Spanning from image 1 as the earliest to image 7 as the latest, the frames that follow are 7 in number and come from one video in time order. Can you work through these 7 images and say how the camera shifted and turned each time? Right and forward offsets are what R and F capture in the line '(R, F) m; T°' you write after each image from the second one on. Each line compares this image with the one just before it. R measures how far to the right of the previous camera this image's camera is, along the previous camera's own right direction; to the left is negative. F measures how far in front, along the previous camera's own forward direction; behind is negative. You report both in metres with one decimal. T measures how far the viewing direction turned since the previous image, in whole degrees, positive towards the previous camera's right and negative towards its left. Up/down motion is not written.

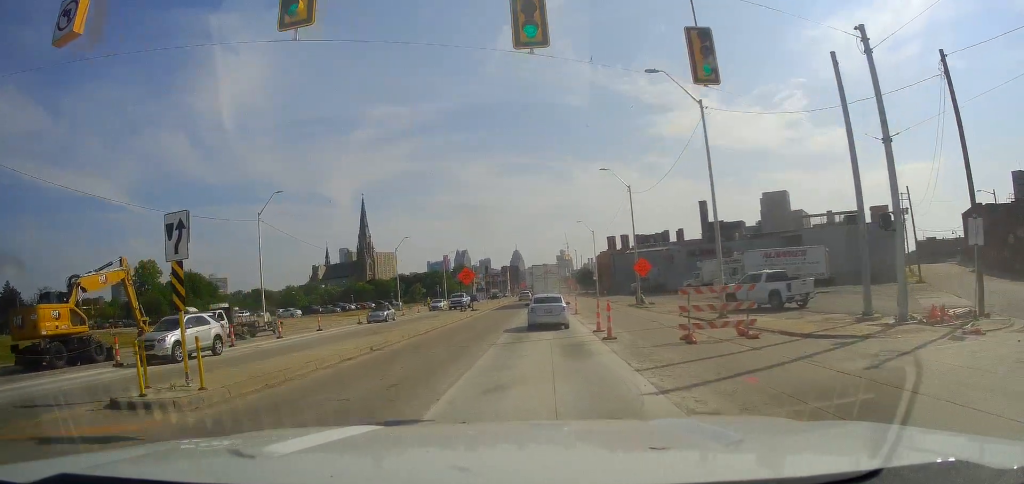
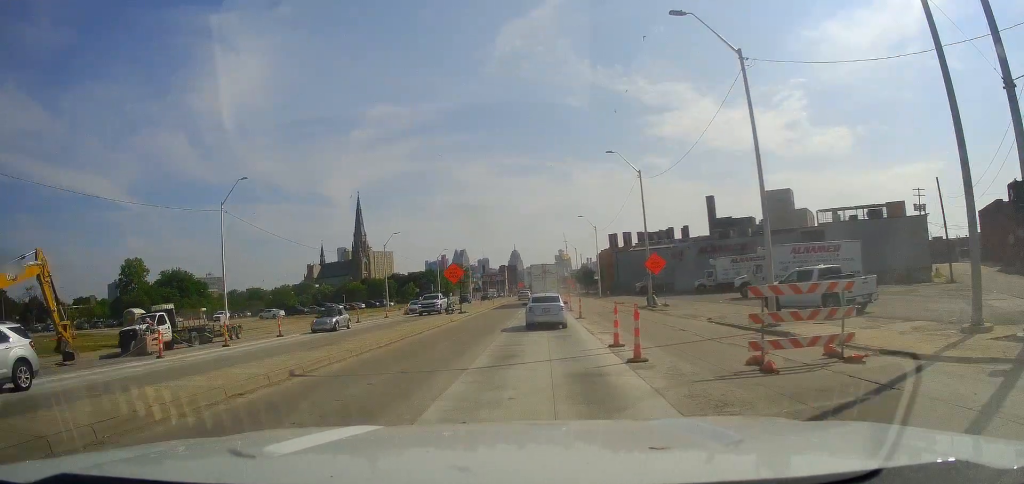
(+0.1, +6.2) m; 0°
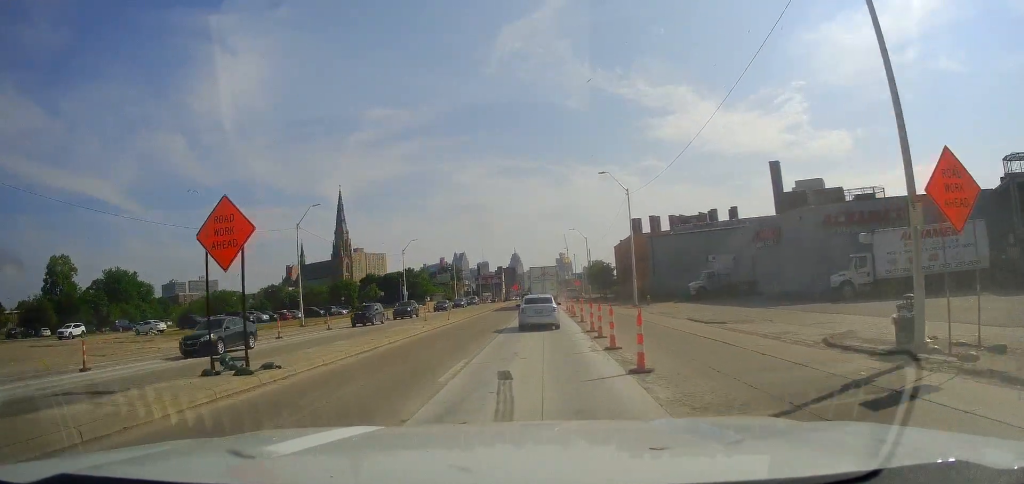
(+0.2, +32.1) m; +1°
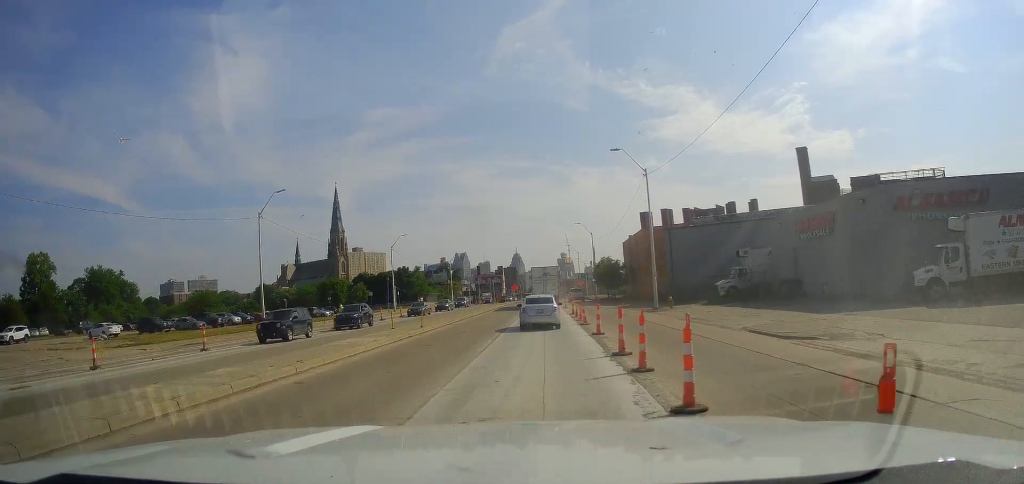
(0.0, +8.7) m; 0°
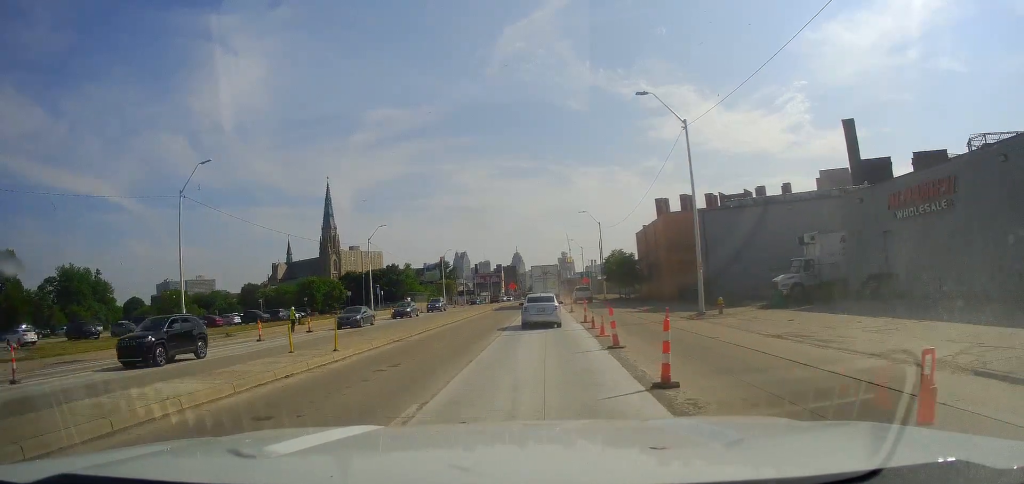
(-0.1, +12.3) m; -1°
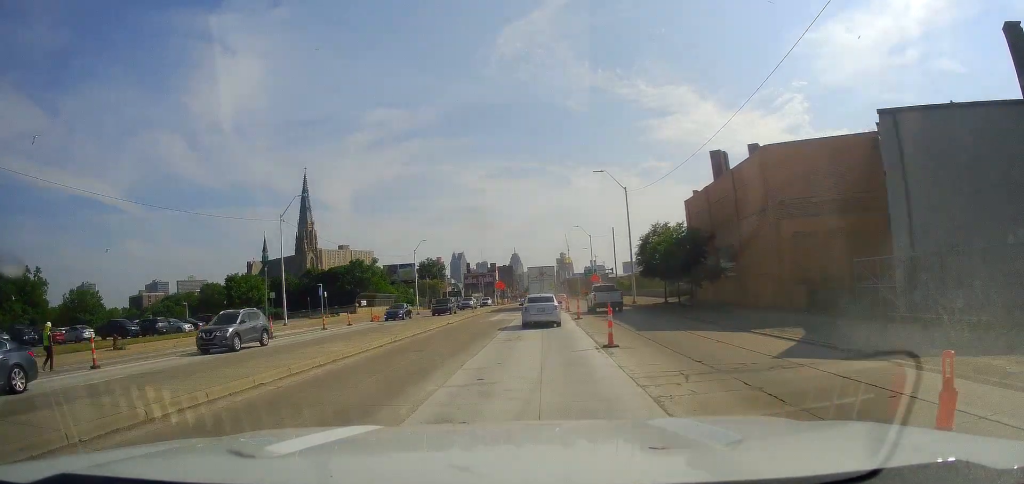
(-0.2, +26.8) m; 0°
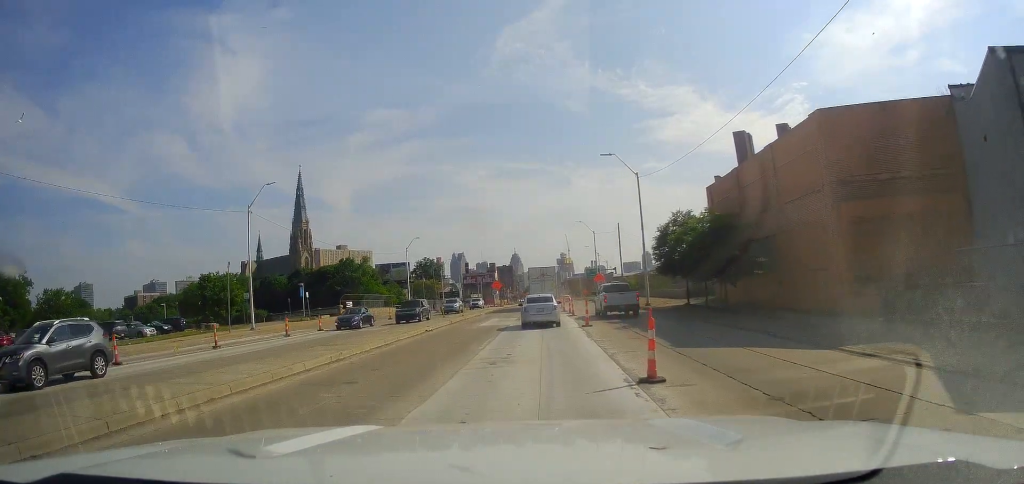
(+0.1, +6.3) m; 0°
